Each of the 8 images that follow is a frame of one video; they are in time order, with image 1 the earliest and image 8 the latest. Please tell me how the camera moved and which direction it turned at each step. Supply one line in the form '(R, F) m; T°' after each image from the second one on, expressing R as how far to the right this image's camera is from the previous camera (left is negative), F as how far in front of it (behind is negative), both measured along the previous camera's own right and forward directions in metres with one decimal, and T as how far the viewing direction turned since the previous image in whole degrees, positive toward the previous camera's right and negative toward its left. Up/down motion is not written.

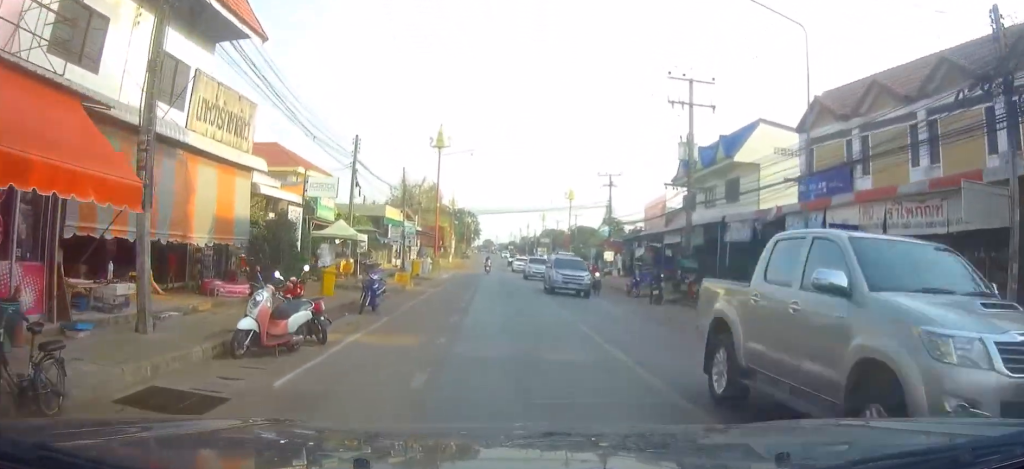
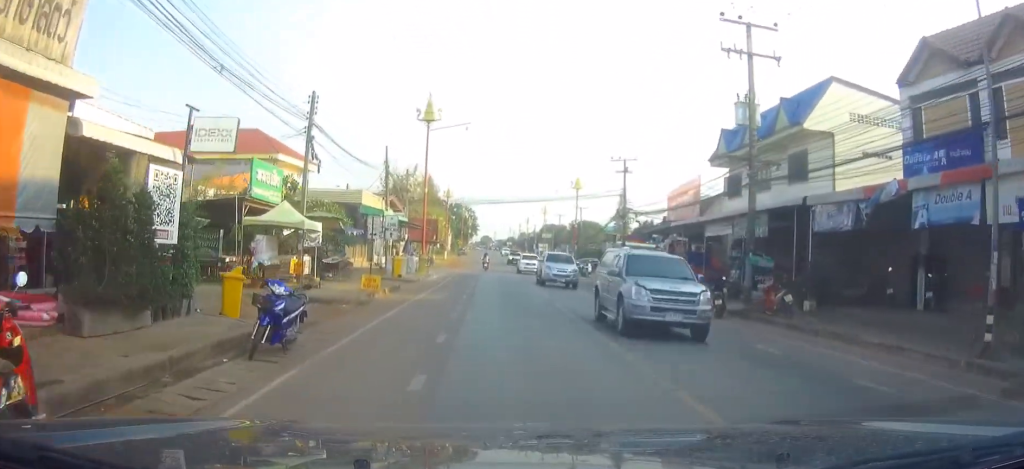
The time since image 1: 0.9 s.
(+0.1, +8.7) m; +1°
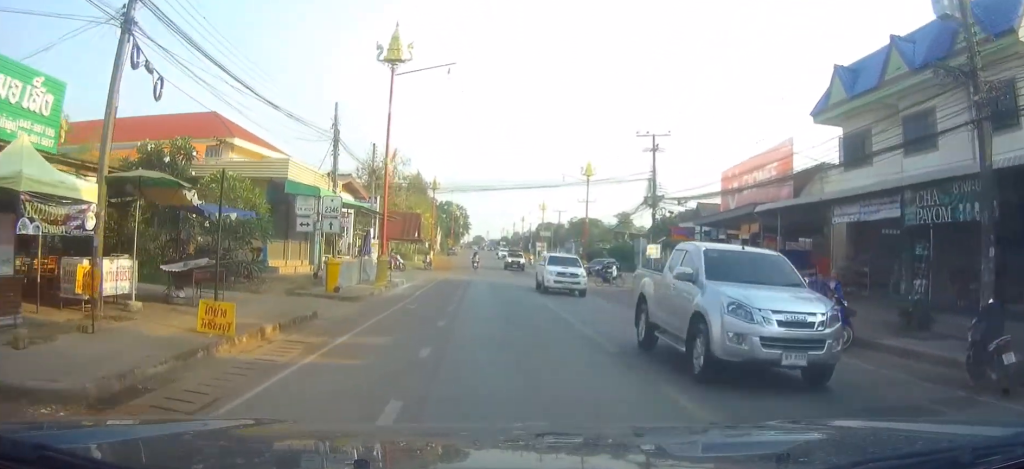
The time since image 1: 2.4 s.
(+0.2, +14.0) m; +1°
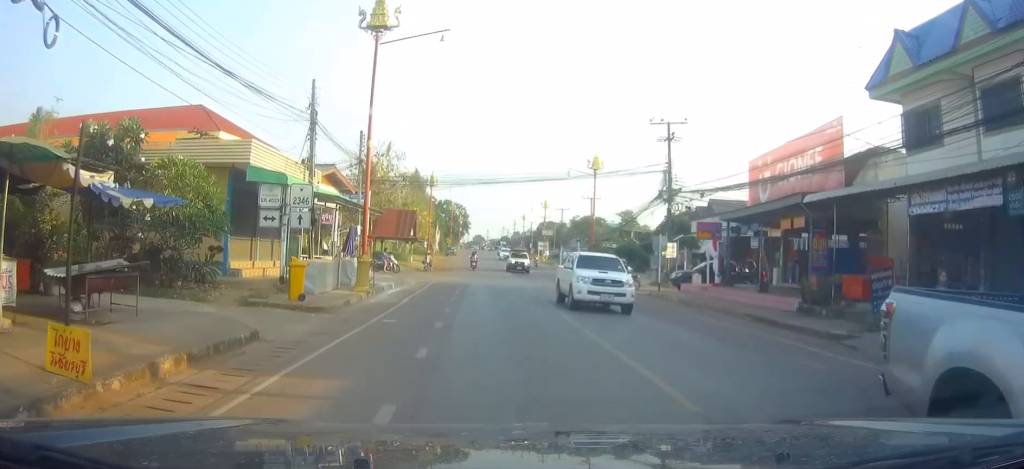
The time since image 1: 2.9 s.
(0.0, +4.3) m; 0°
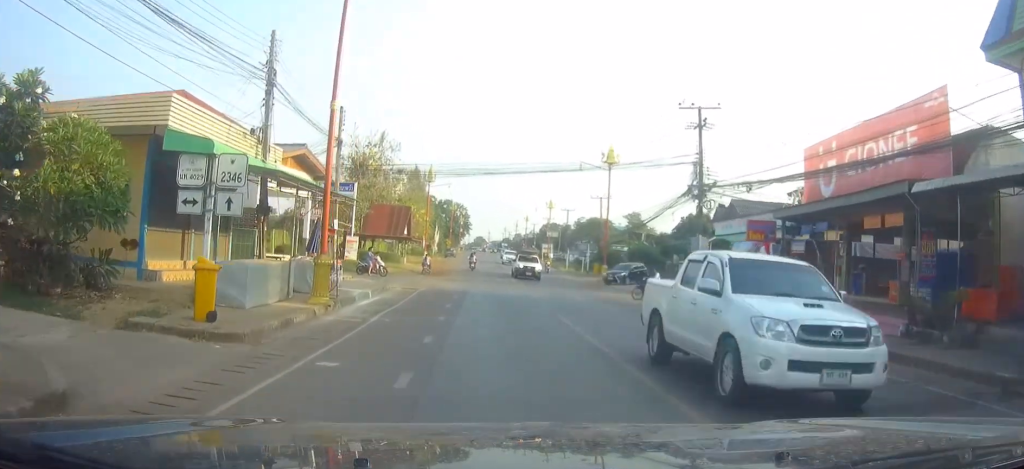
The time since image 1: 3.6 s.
(0.0, +6.5) m; -1°
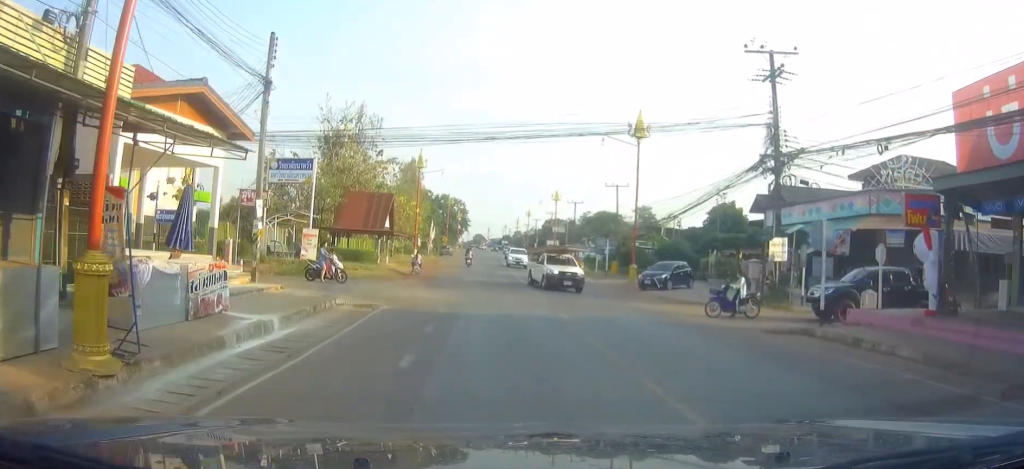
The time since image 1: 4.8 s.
(-0.2, +11.1) m; -1°
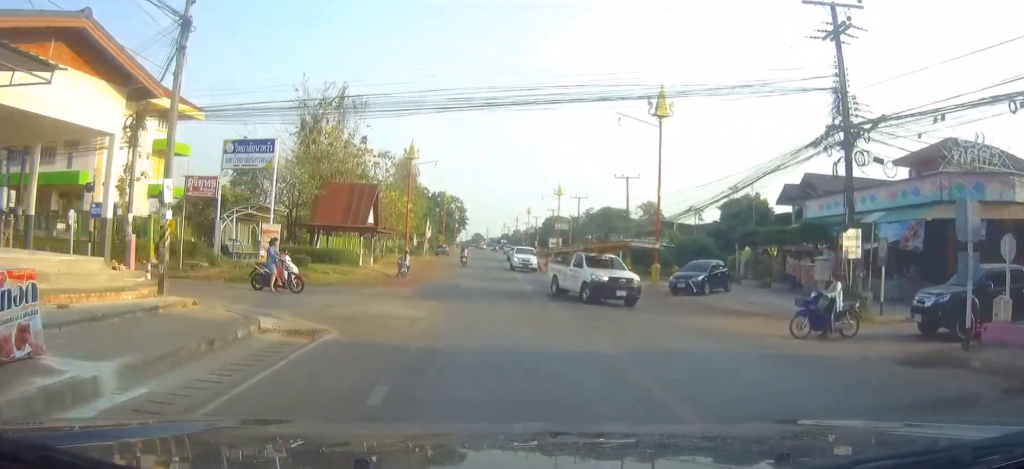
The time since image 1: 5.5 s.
(0.0, +6.2) m; 0°
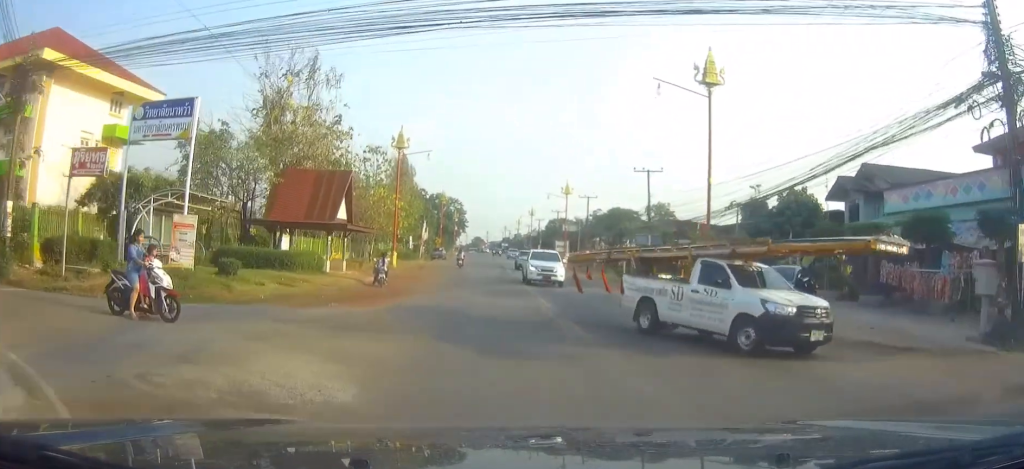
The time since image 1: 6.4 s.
(+0.1, +9.1) m; 0°
